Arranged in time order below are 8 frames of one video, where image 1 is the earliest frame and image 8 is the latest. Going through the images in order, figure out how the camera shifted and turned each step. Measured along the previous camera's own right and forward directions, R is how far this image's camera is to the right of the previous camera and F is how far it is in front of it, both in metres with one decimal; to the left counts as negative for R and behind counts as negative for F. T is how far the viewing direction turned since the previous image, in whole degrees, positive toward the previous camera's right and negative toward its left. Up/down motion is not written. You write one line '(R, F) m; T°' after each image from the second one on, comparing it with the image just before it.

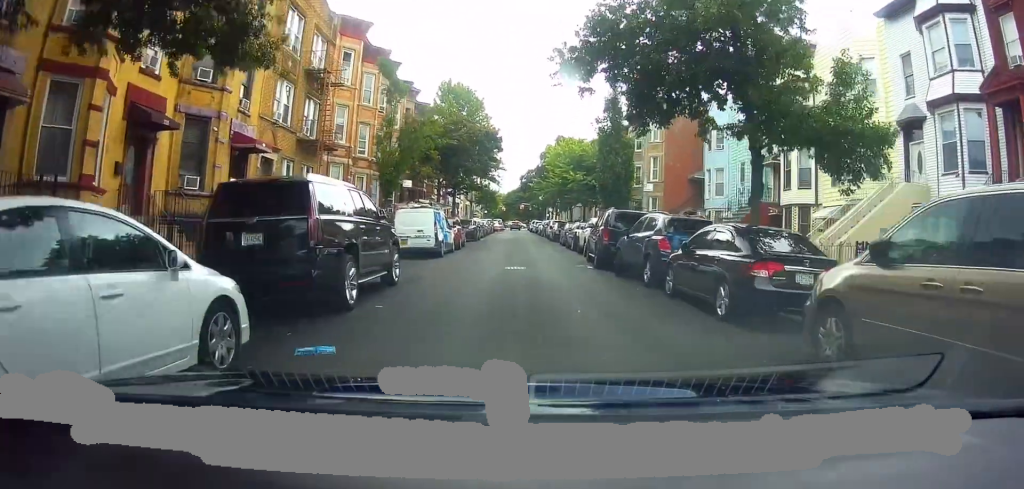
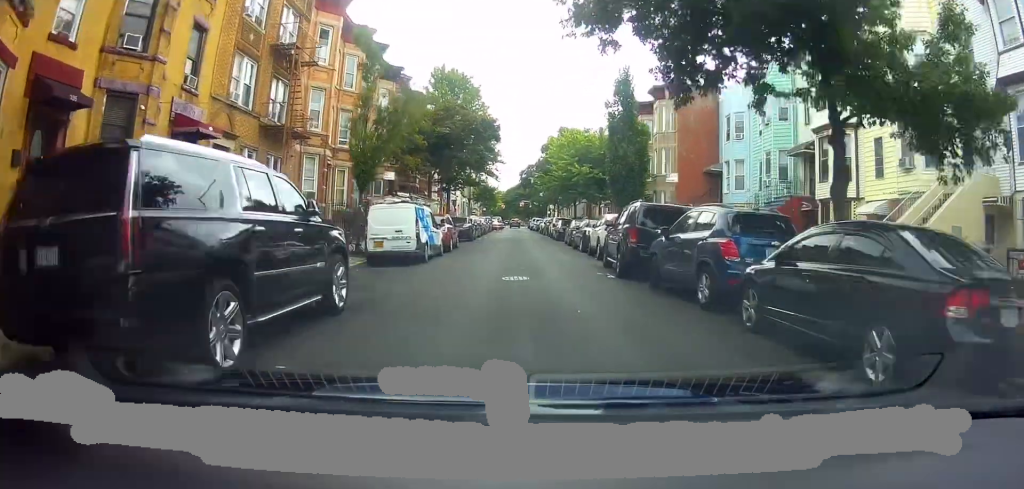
(0.0, +3.7) m; -2°
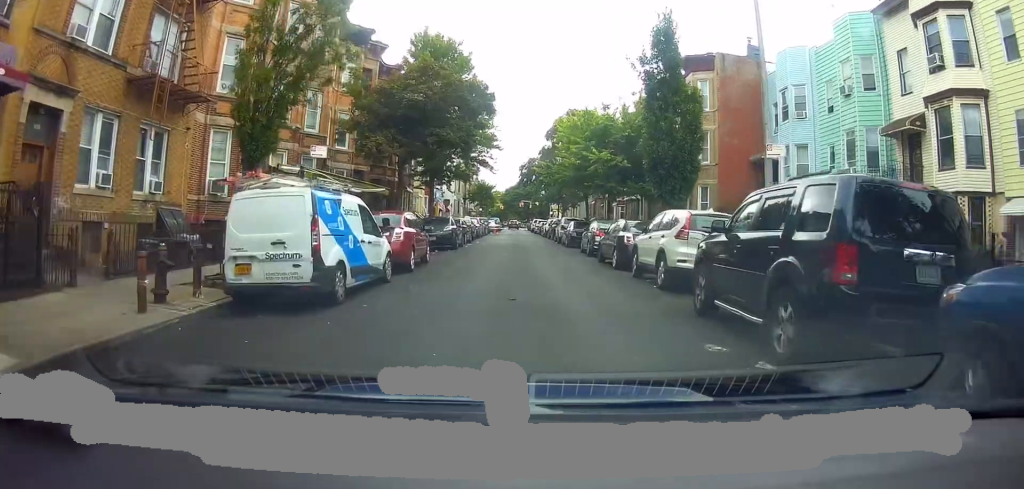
(-0.5, +8.2) m; -3°
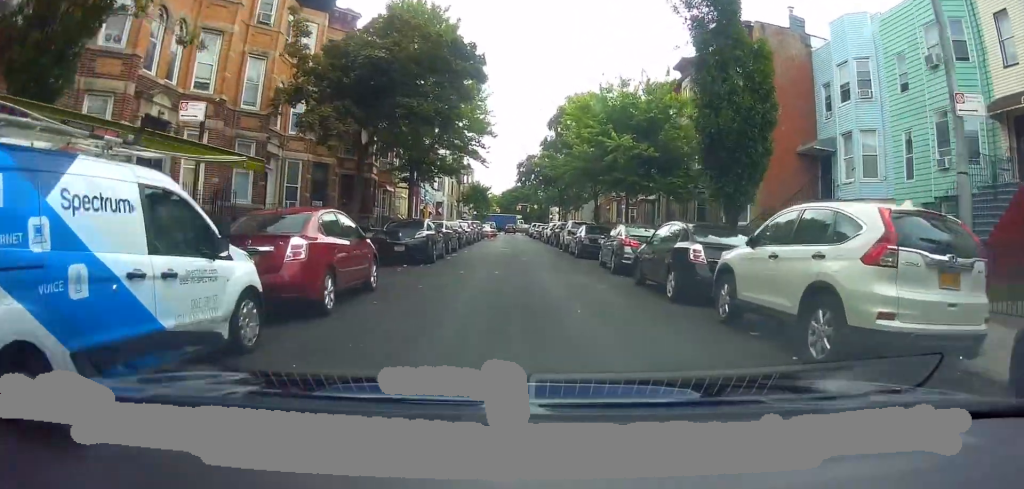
(+0.1, +6.0) m; +5°
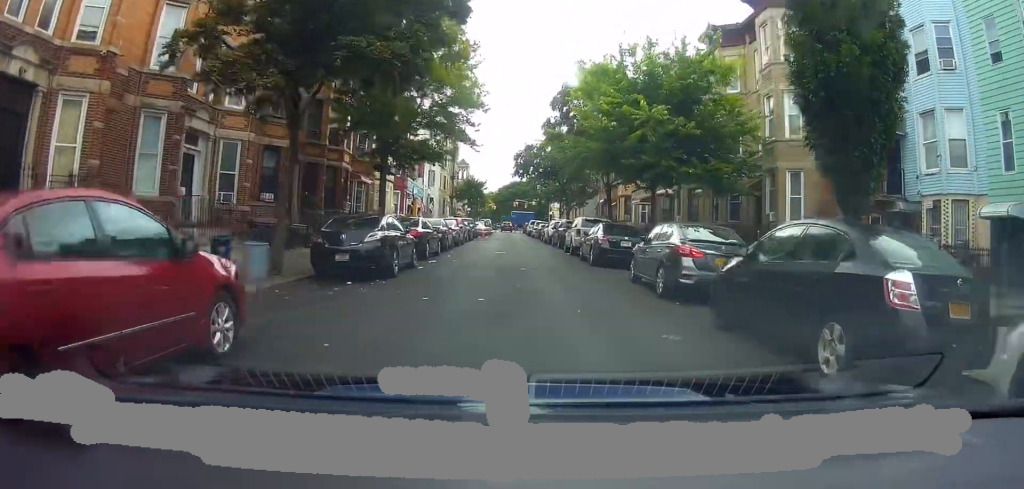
(+0.3, +5.6) m; +4°
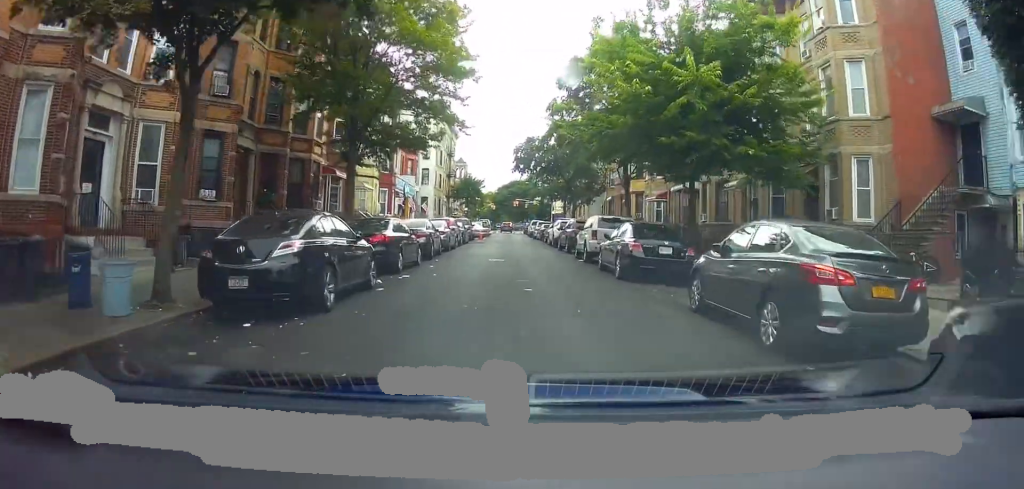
(+0.4, +4.6) m; -3°
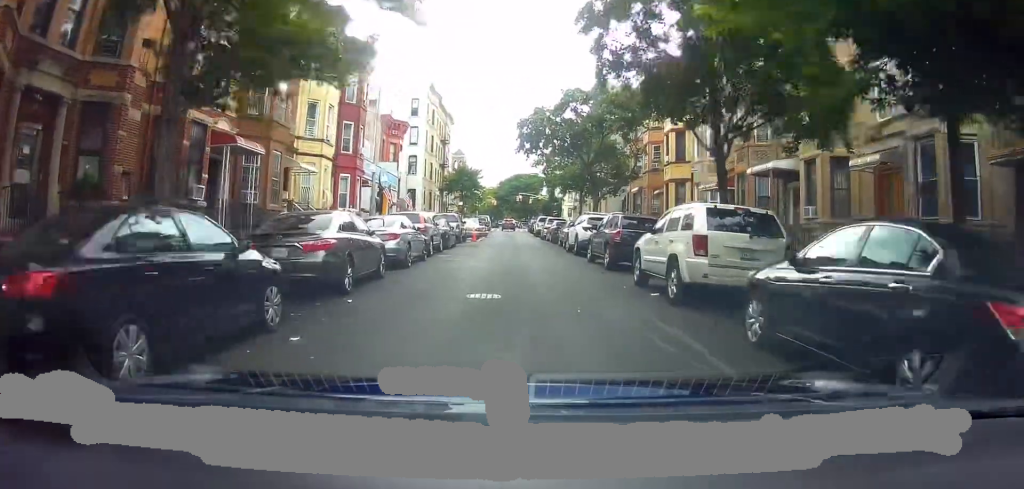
(-1.3, +10.8) m; -6°
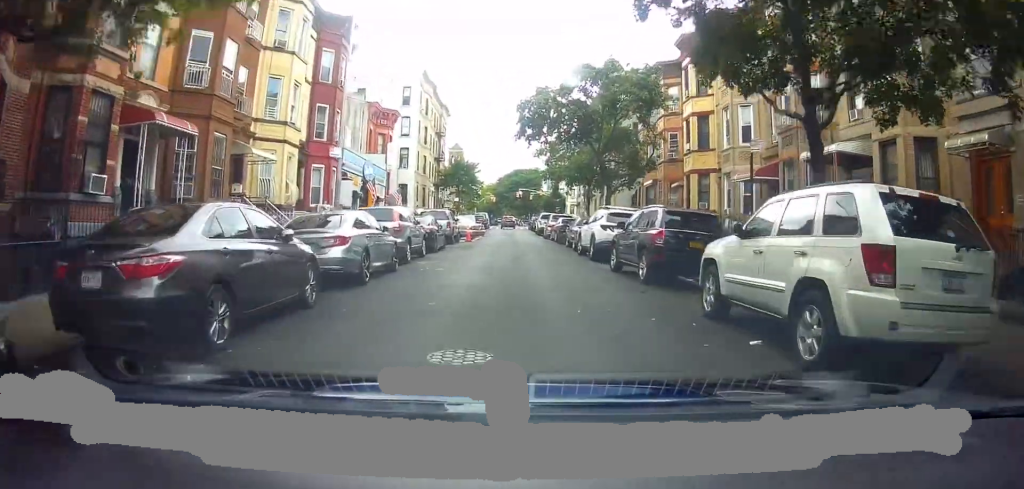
(+0.1, +4.8) m; +3°
